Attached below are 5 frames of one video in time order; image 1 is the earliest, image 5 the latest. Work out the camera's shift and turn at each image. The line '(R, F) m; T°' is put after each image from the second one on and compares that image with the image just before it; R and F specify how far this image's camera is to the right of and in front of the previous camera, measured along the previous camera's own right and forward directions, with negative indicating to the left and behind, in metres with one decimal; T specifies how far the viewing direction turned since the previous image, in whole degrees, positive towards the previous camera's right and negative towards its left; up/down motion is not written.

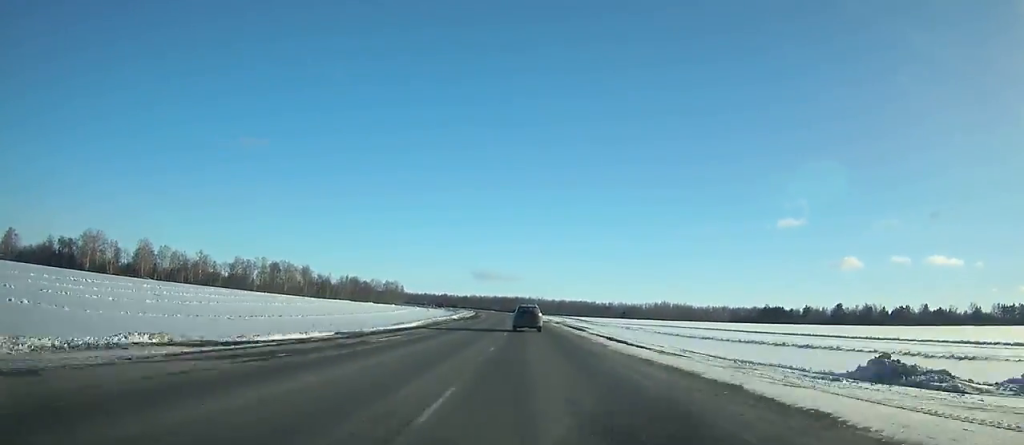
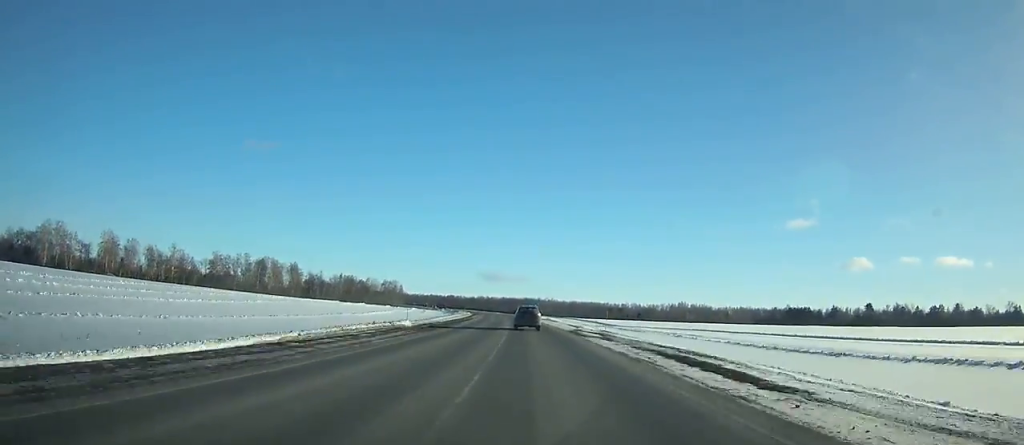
(-0.2, +36.6) m; -1°
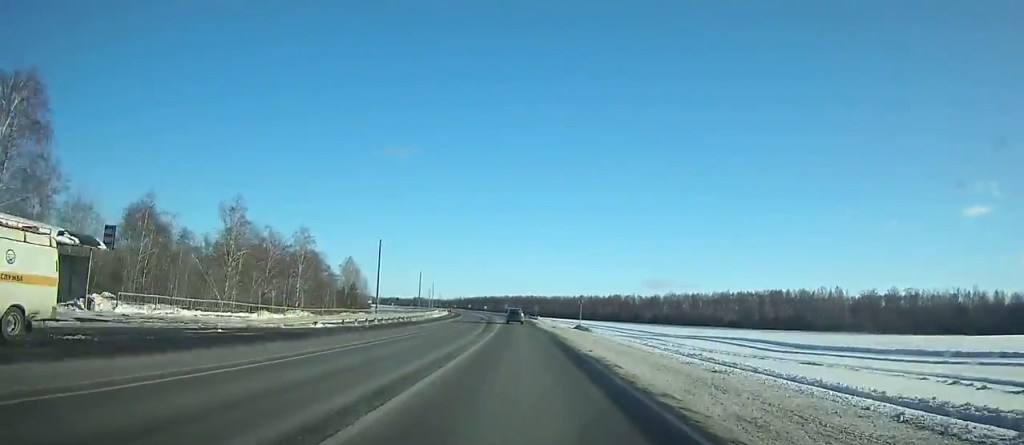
(-54.8, +393.9) m; -16°
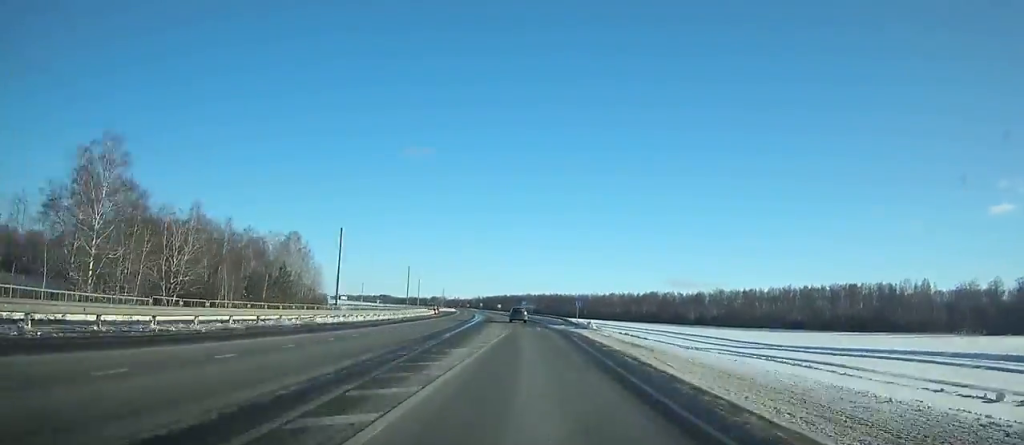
(-1.2, +59.5) m; -2°
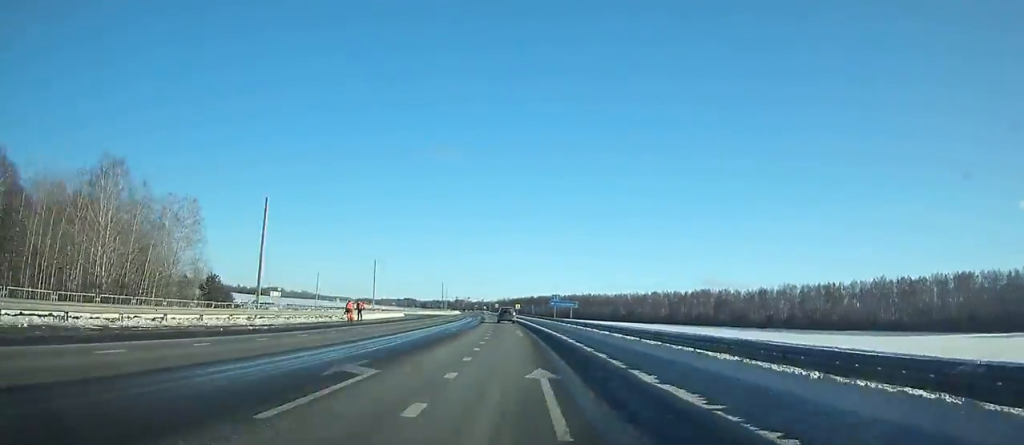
(-1.6, +61.5) m; -3°
